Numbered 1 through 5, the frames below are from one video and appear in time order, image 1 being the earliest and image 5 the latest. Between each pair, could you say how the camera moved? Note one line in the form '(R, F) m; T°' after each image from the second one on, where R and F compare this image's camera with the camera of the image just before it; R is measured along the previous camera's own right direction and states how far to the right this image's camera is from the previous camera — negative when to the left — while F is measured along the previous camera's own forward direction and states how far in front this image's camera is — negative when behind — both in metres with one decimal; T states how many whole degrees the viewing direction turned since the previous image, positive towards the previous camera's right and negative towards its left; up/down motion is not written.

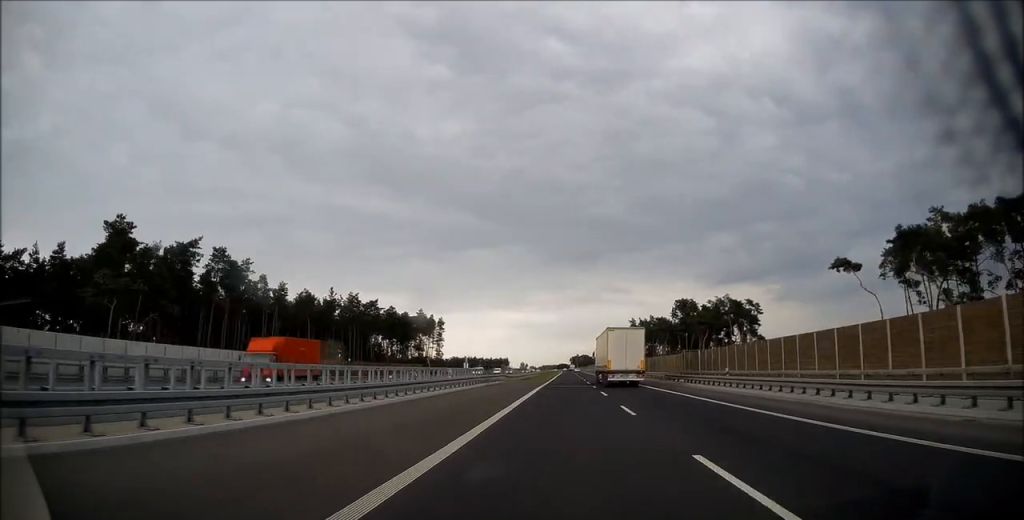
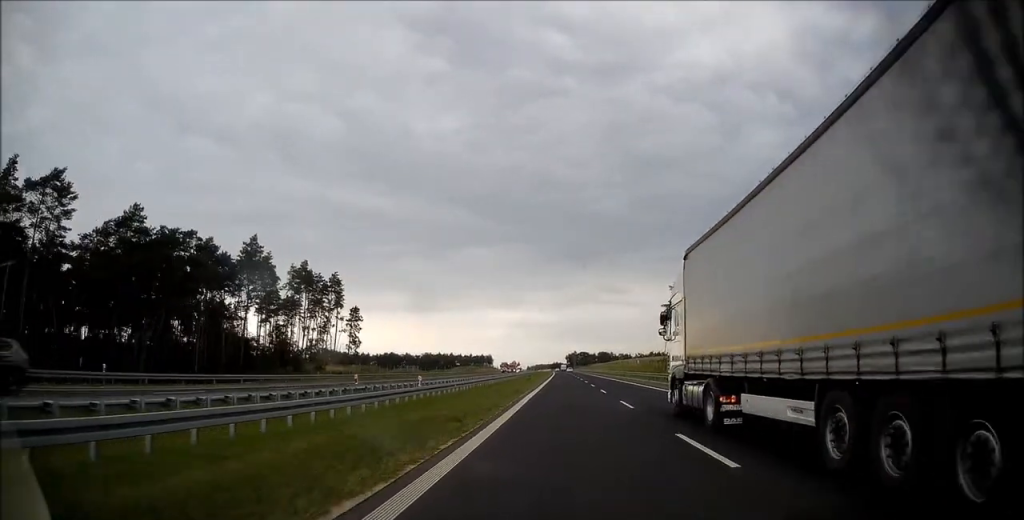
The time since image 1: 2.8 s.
(+0.4, +105.6) m; 0°
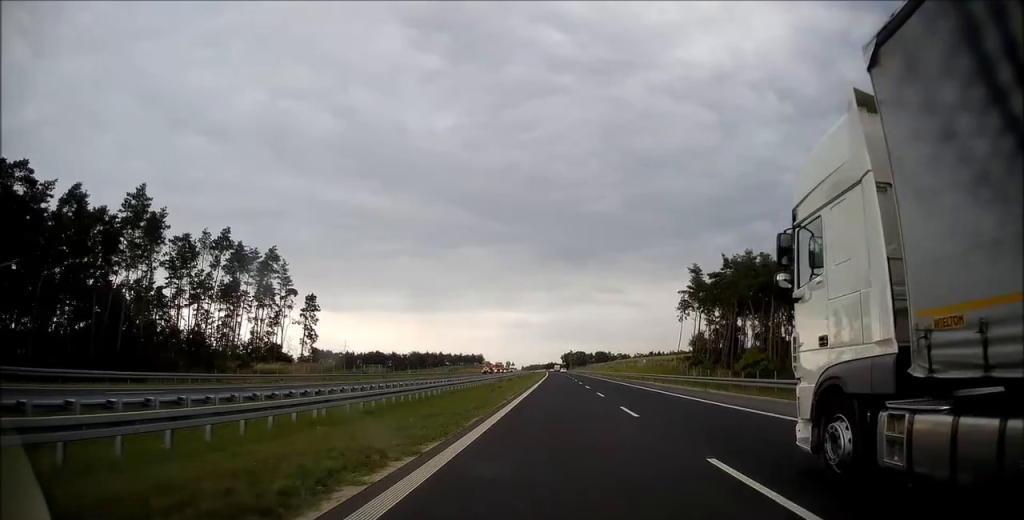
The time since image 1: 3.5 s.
(0.0, +27.3) m; 0°
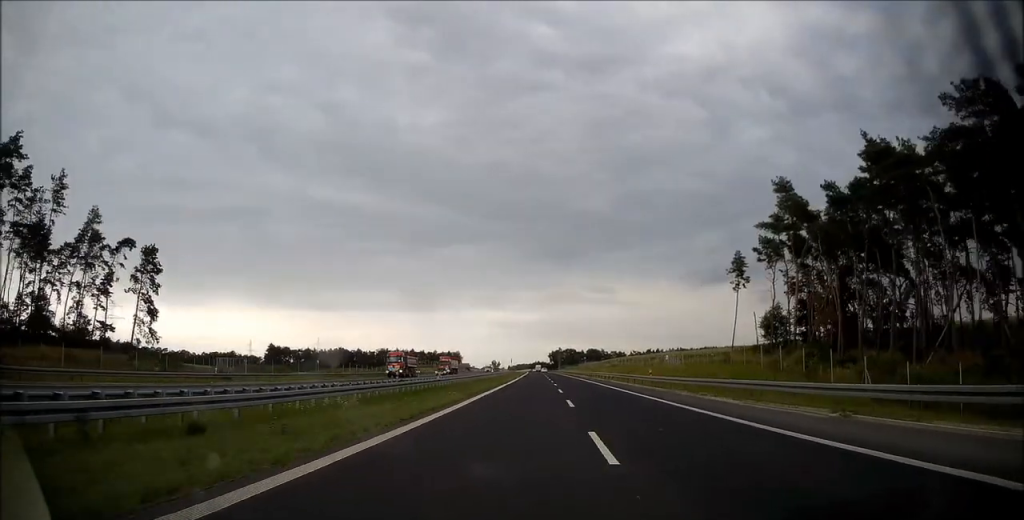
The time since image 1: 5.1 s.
(+0.6, +56.6) m; +1°
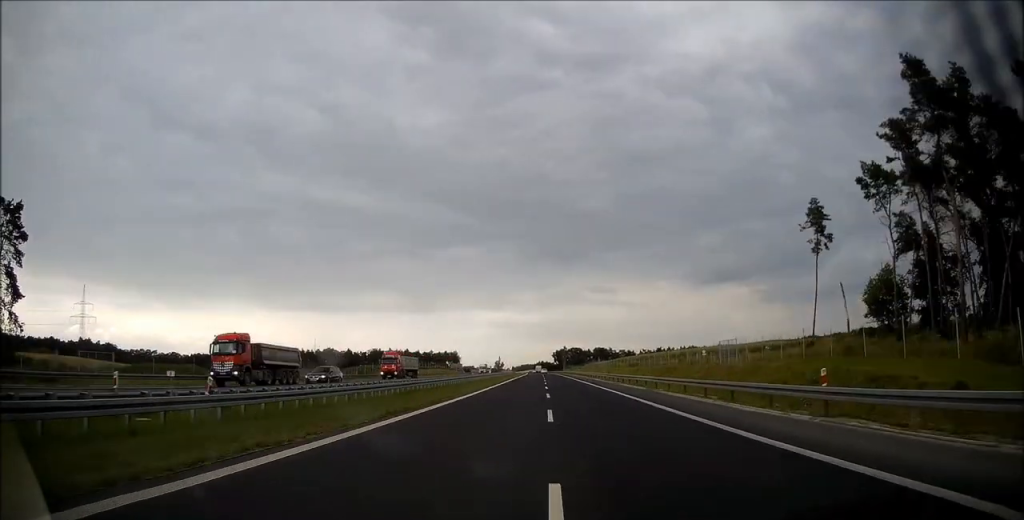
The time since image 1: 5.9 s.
(+0.1, +29.3) m; 0°
